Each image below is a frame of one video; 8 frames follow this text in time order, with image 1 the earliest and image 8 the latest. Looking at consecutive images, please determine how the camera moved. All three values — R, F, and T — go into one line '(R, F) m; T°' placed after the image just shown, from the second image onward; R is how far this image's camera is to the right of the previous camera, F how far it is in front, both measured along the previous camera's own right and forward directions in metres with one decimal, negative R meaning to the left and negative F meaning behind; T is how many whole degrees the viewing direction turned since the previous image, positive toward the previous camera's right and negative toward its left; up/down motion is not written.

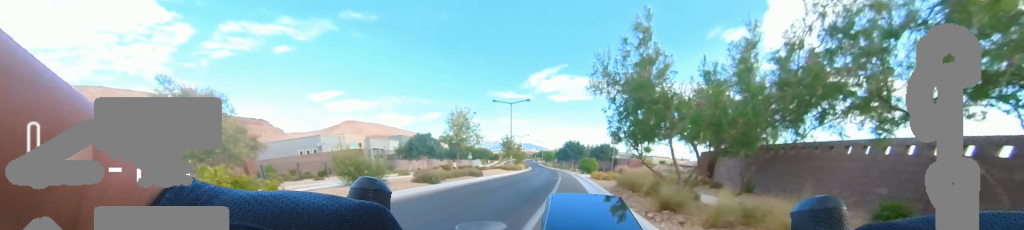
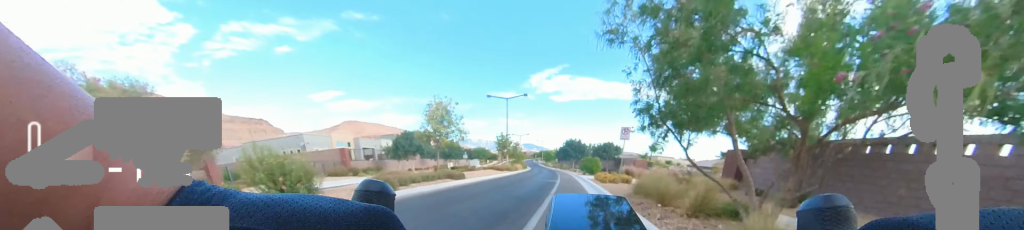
(0.0, +3.0) m; 0°
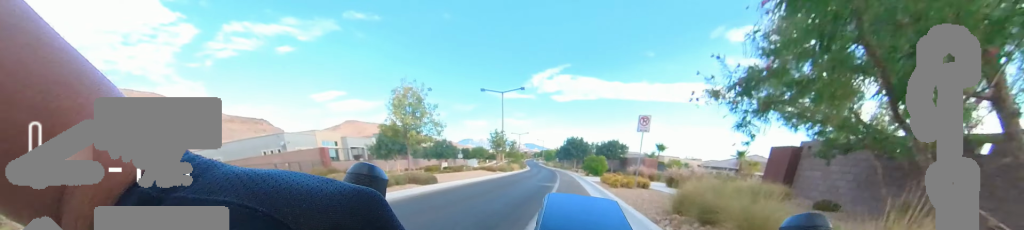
(0.0, +3.2) m; 0°
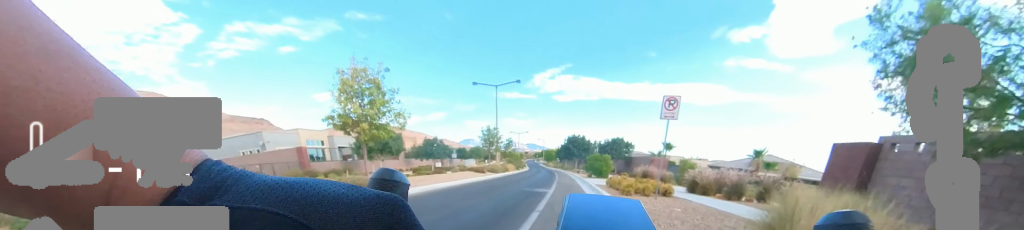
(0.0, +3.0) m; 0°
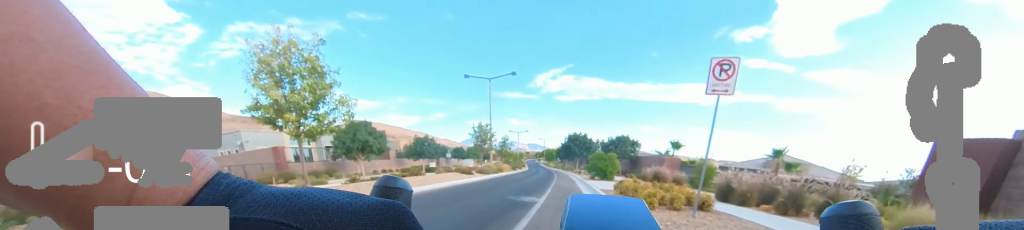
(0.0, +2.8) m; 0°
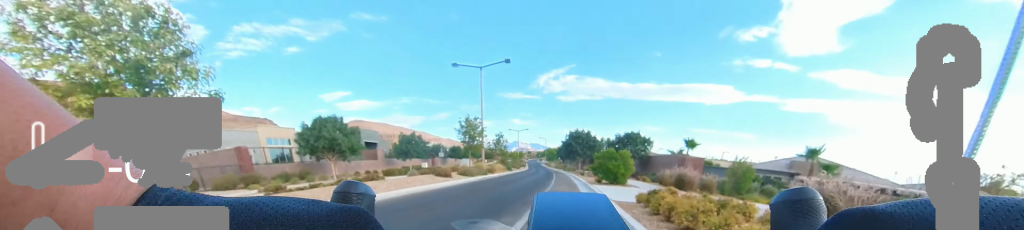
(0.0, +3.7) m; 0°
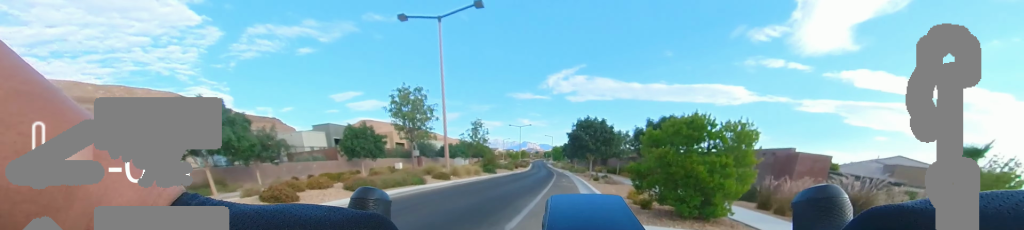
(0.0, +9.1) m; 0°
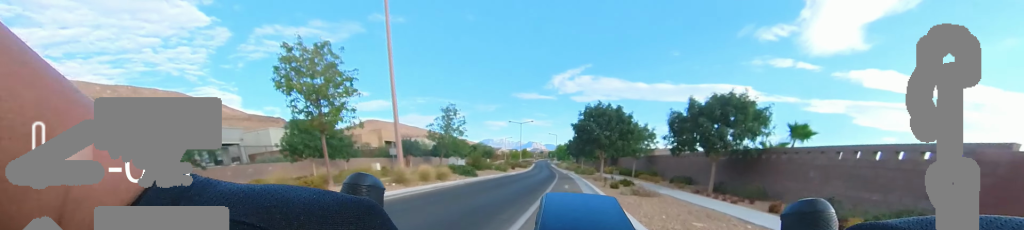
(0.0, +5.7) m; -4°
